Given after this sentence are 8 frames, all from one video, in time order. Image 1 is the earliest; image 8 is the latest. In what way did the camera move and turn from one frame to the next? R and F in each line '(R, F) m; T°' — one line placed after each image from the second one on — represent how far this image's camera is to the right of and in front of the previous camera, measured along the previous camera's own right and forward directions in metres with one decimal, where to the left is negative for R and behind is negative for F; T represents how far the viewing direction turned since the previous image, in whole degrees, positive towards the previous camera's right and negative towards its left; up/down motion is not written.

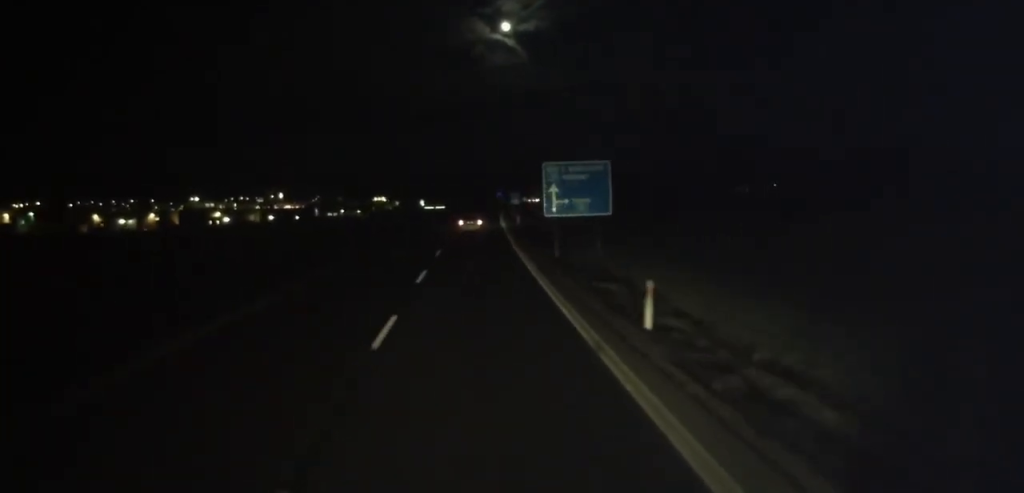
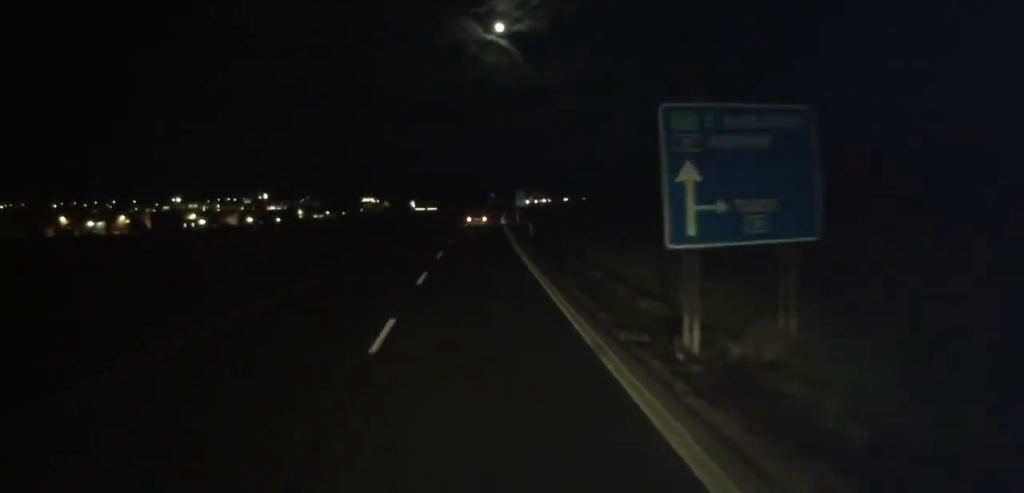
(+0.1, +17.8) m; 0°
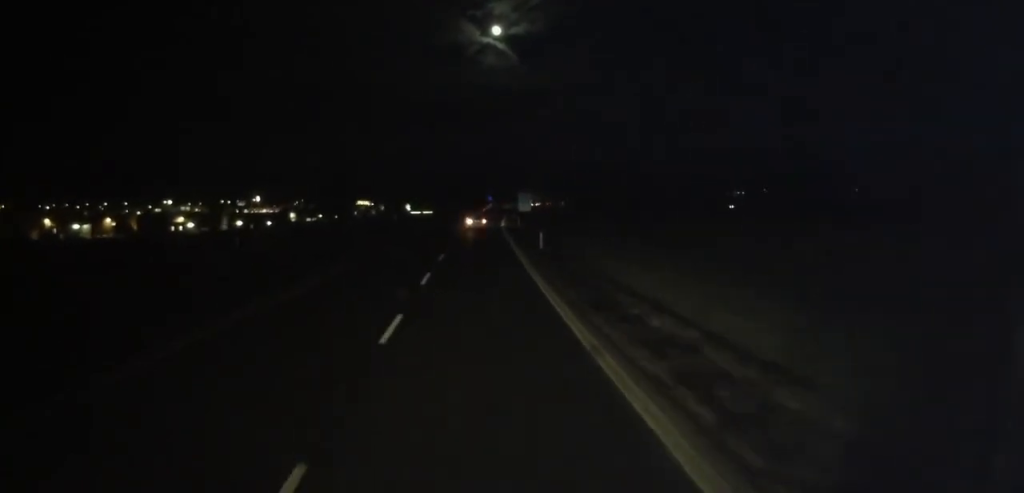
(0.0, +7.5) m; 0°
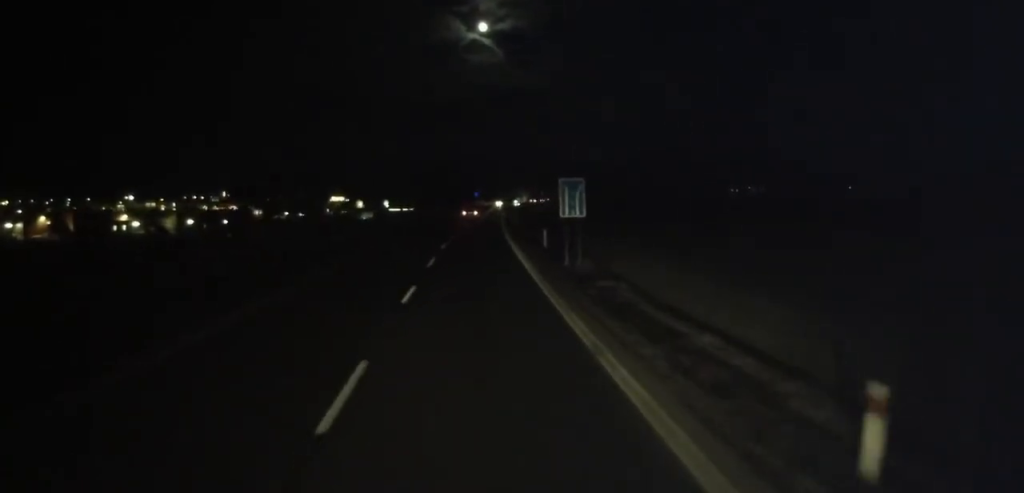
(+0.4, +31.0) m; +2°
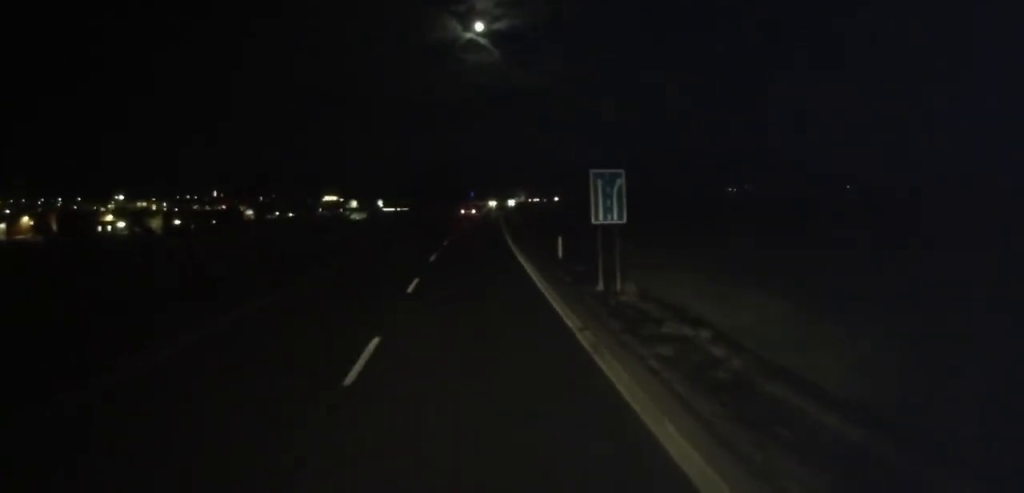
(+0.2, +7.1) m; 0°
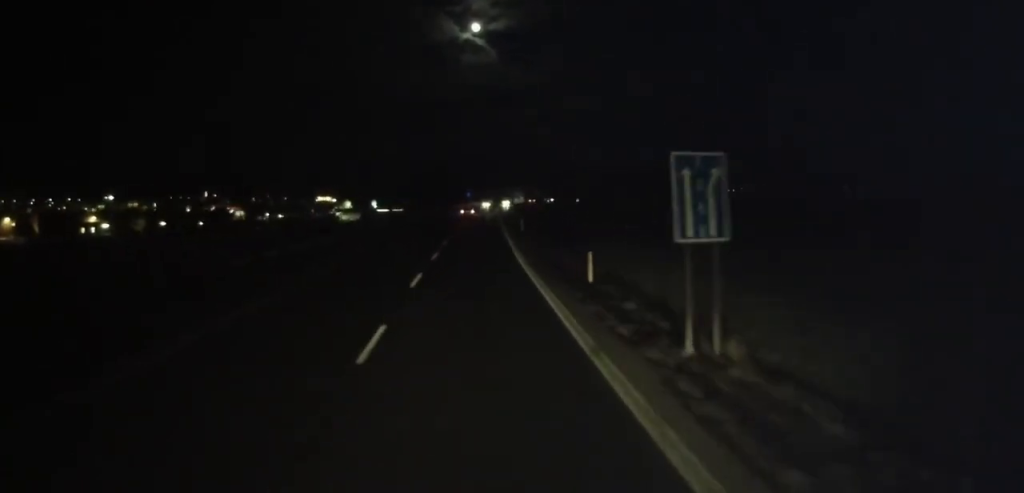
(-0.1, +7.5) m; 0°
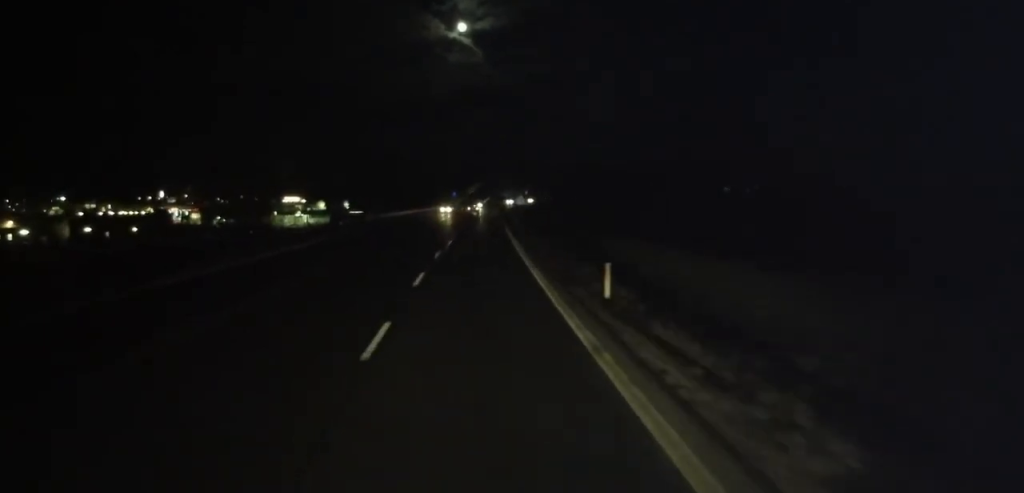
(+0.4, +34.6) m; +2°
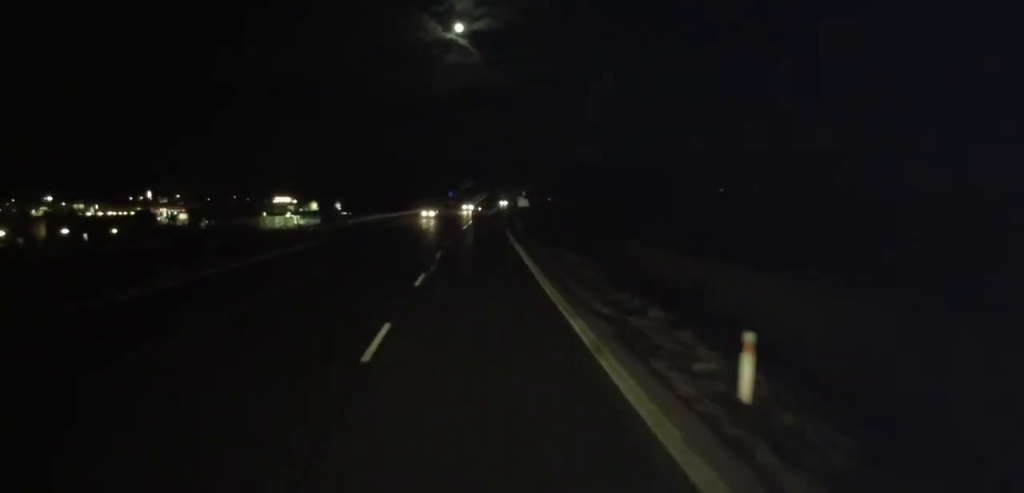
(0.0, +8.7) m; 0°
